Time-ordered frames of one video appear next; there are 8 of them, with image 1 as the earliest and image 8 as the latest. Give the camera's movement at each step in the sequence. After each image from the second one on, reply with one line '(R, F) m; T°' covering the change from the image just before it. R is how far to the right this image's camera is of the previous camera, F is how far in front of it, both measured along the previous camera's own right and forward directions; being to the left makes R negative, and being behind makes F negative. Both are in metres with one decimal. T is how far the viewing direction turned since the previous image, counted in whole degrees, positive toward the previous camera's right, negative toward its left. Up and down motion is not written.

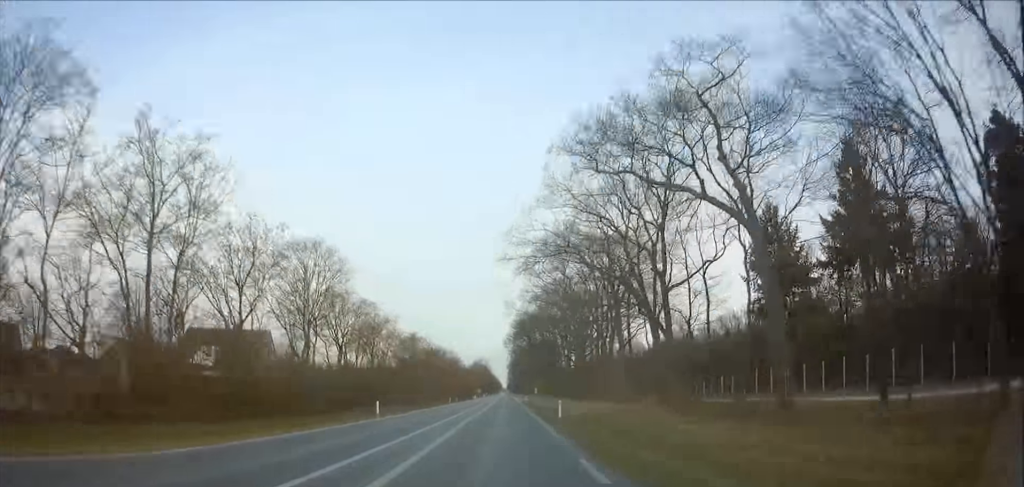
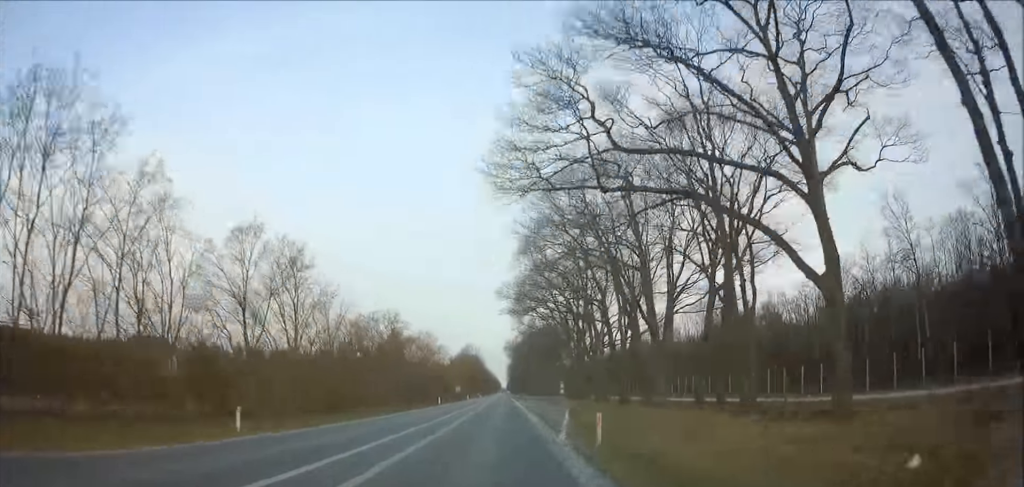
(+0.2, +66.9) m; 0°
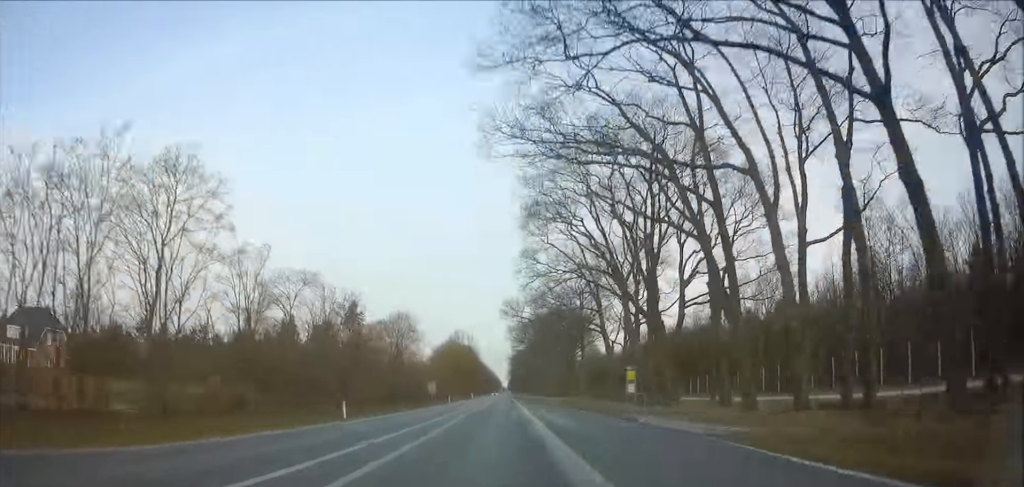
(0.0, +38.2) m; 0°
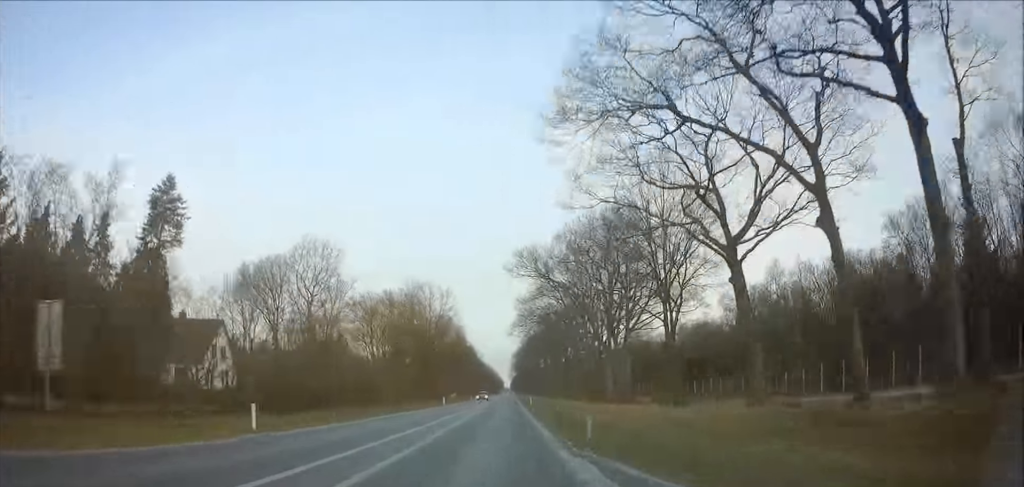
(-0.2, +60.5) m; 0°
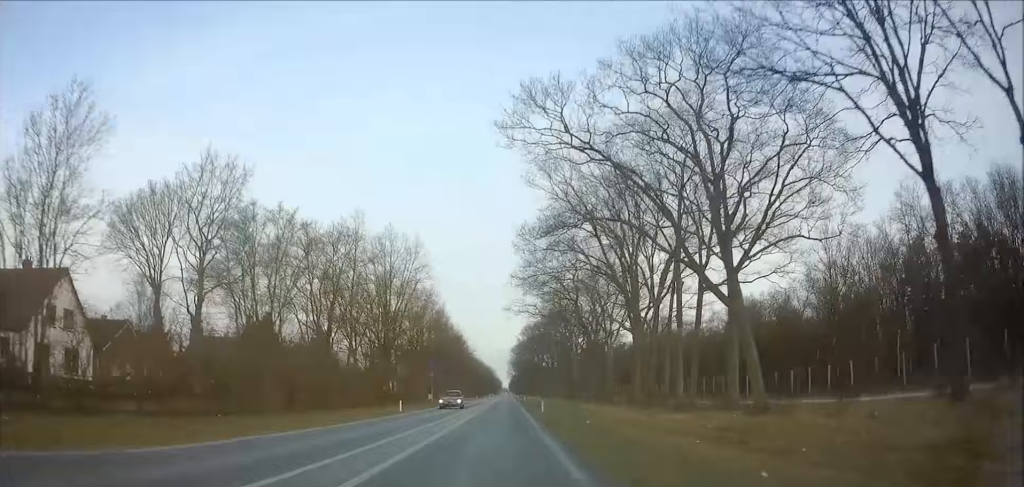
(0.0, +25.5) m; 0°
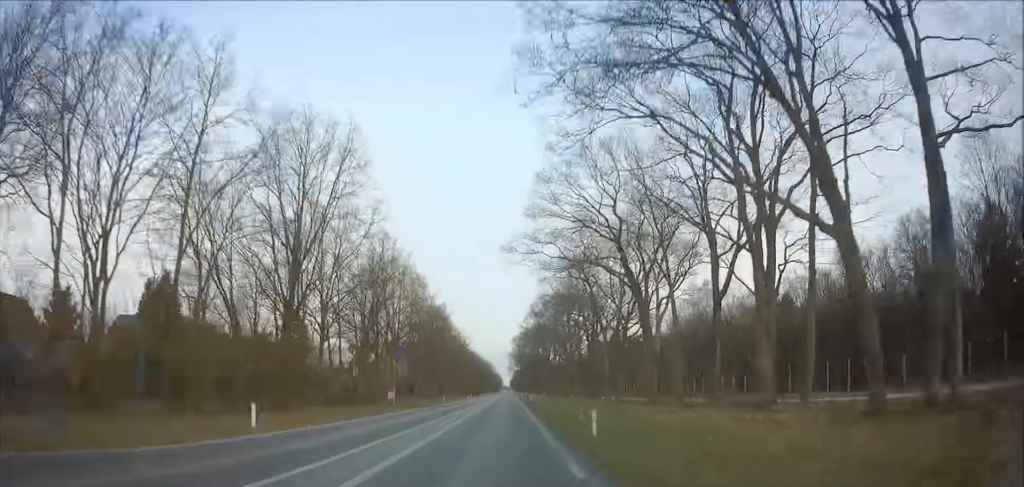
(0.0, +24.0) m; 0°
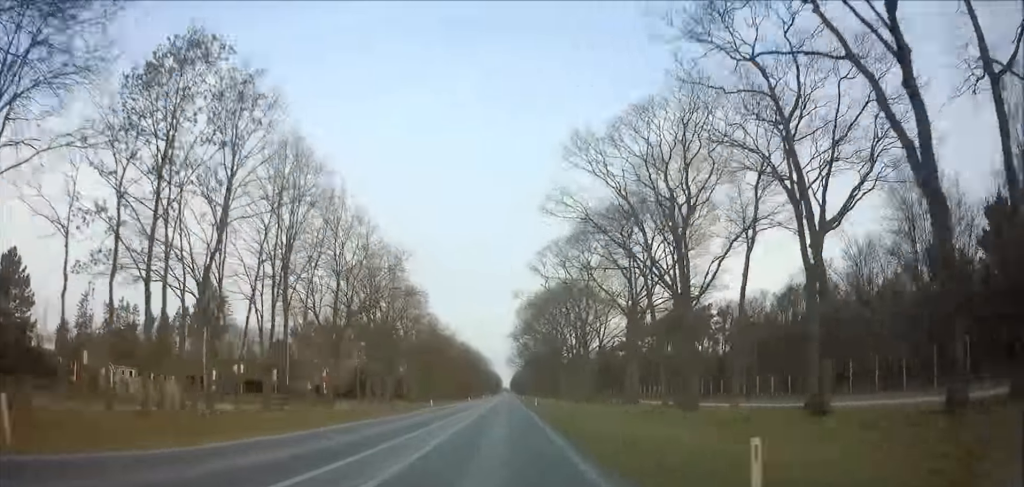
(0.0, +60.6) m; 0°
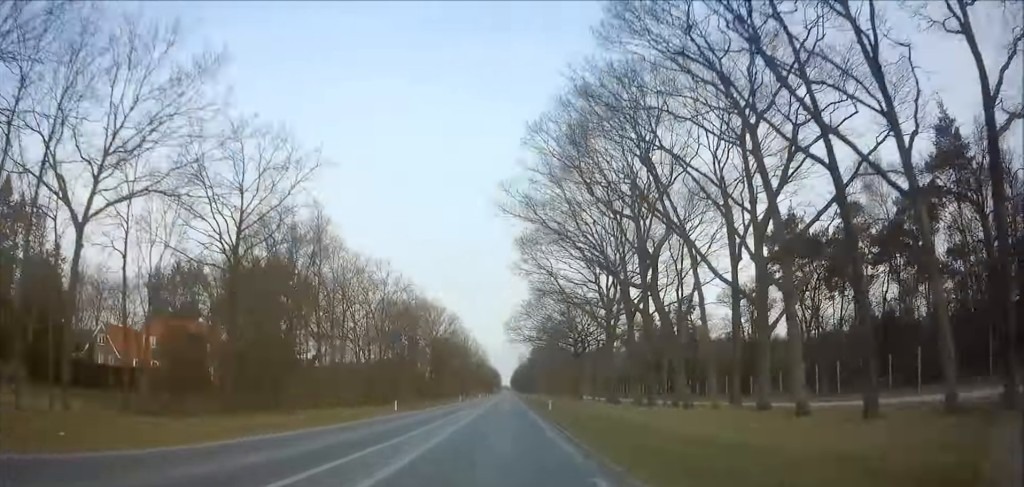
(0.0, +68.5) m; 0°
